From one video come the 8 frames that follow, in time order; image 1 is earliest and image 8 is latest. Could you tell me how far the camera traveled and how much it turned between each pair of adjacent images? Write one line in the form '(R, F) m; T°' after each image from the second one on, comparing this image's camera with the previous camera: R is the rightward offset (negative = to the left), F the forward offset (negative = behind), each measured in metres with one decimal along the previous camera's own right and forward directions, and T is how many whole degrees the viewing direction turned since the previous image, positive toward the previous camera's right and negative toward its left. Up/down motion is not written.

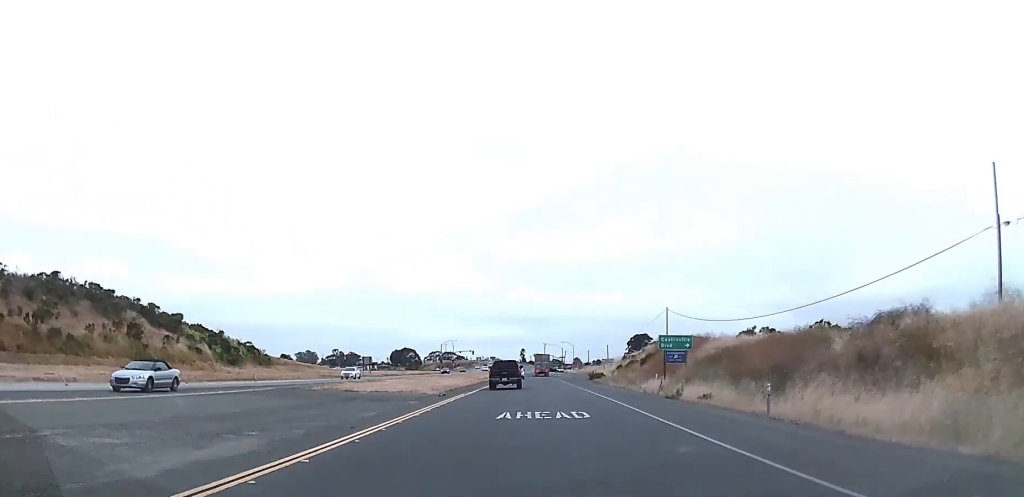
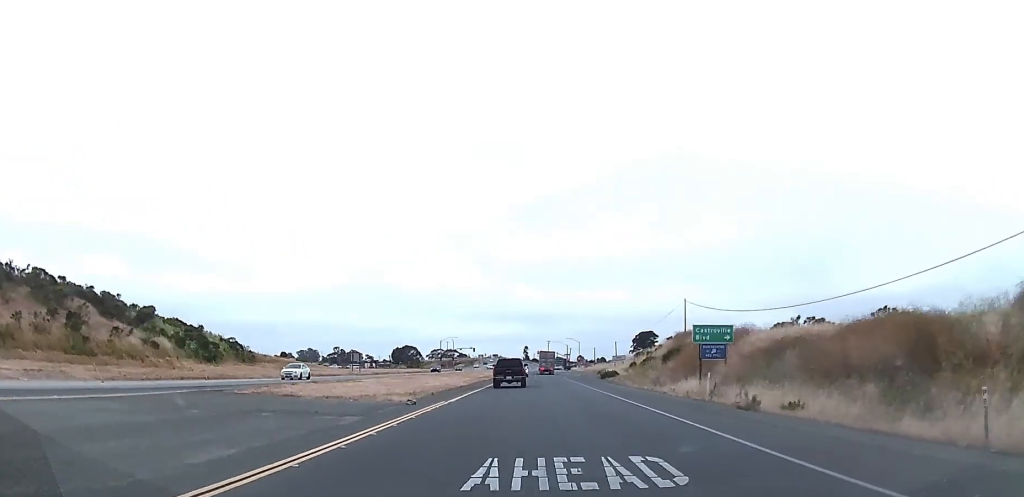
(+0.1, +10.6) m; 0°
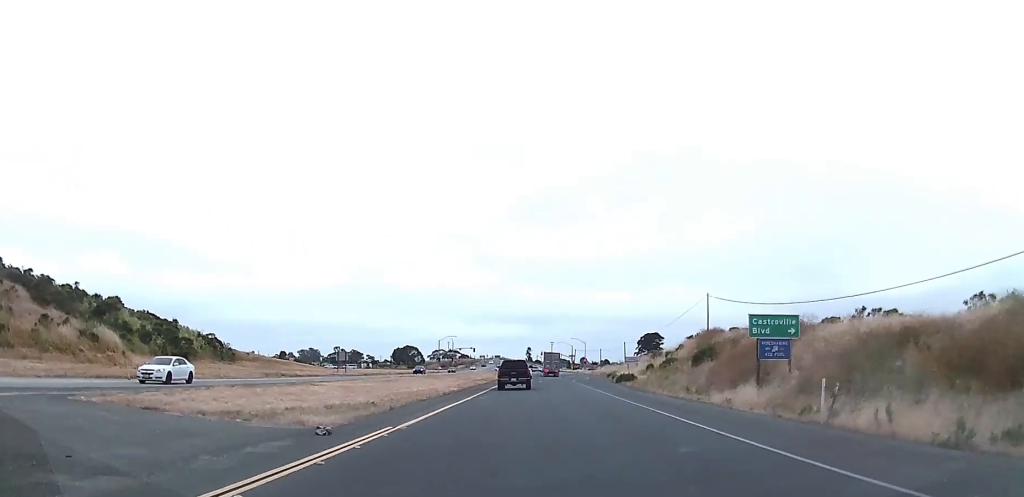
(+0.2, +11.2) m; +1°
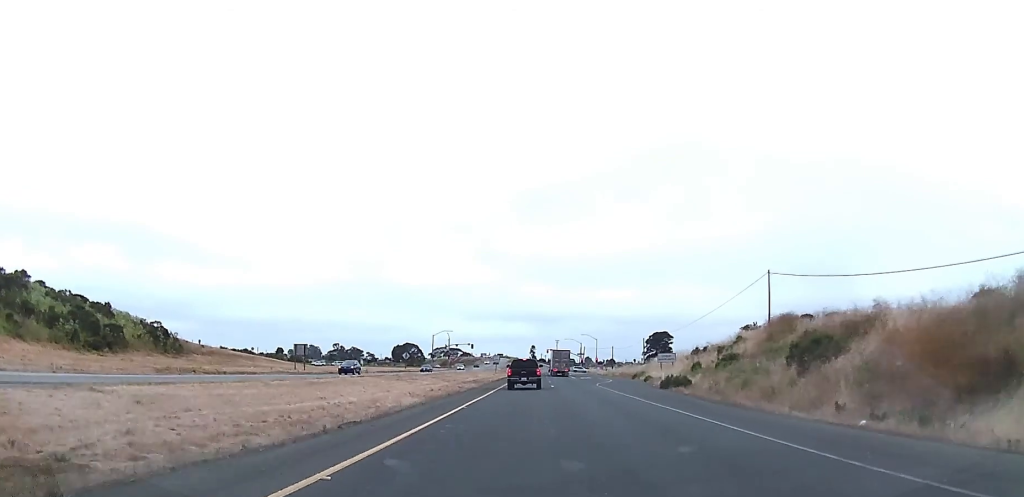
(-0.1, +22.2) m; -1°
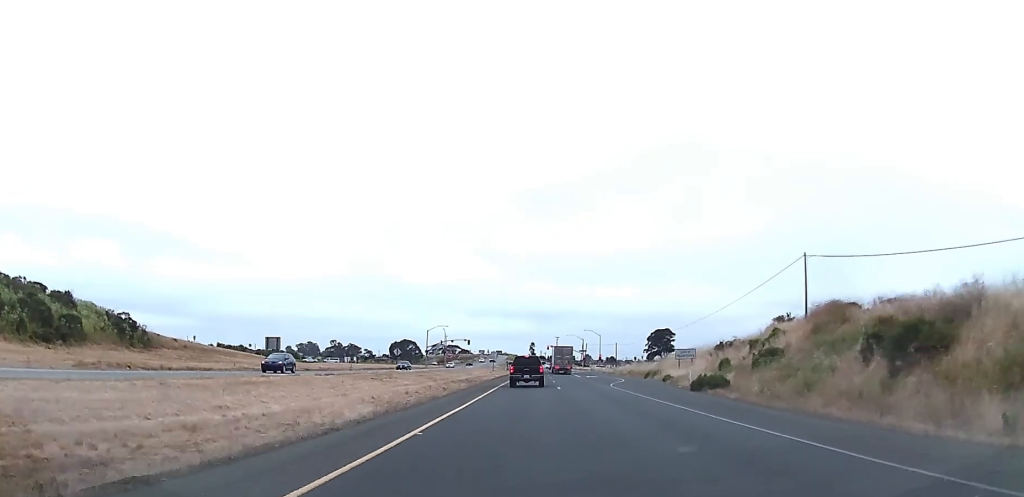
(-0.2, +9.7) m; 0°
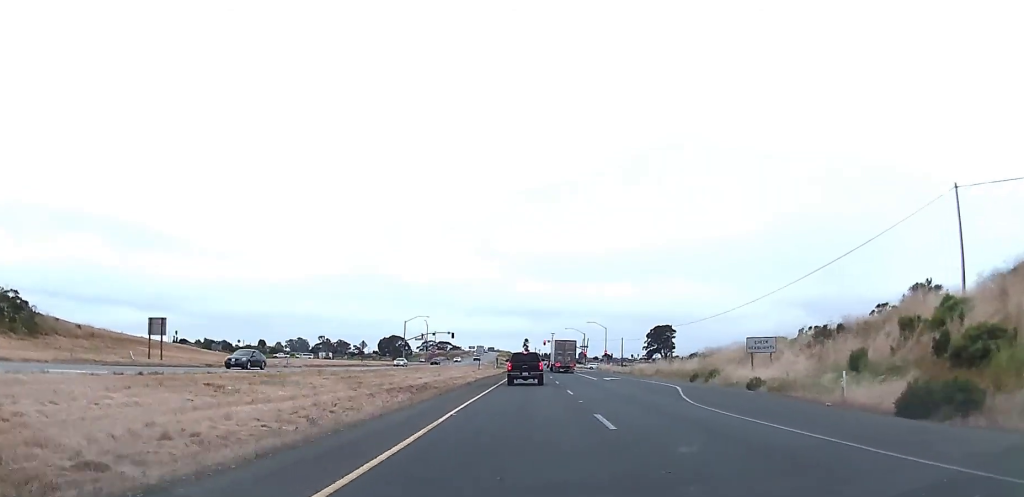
(0.0, +25.0) m; +1°
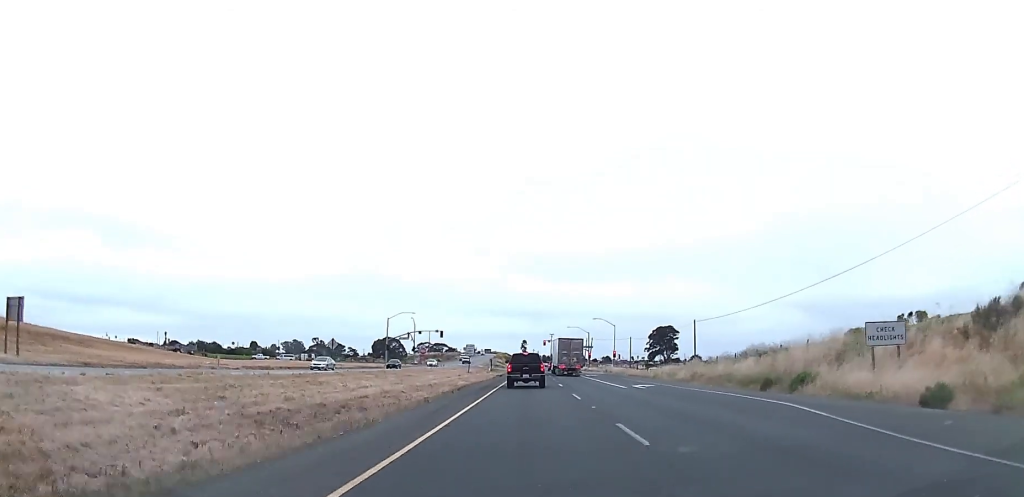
(+0.3, +17.4) m; +1°
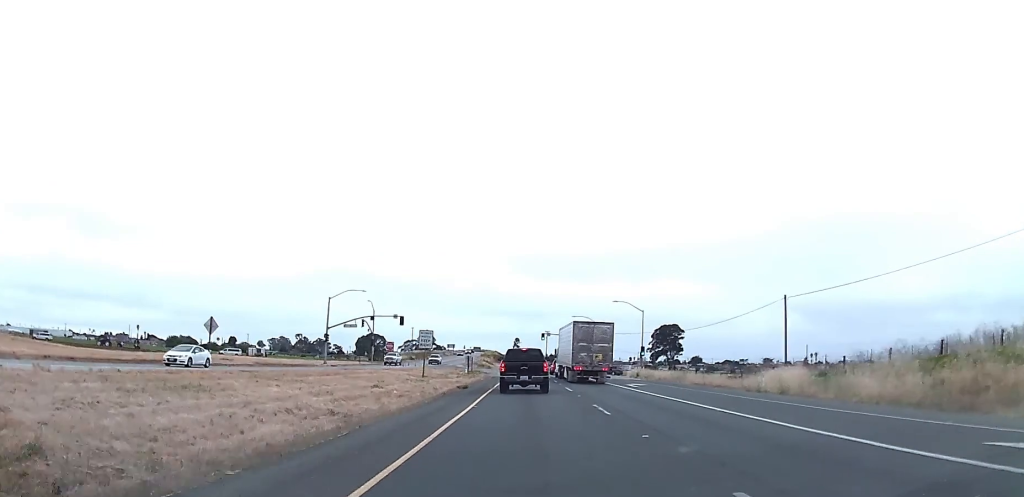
(-0.7, +37.7) m; 0°
